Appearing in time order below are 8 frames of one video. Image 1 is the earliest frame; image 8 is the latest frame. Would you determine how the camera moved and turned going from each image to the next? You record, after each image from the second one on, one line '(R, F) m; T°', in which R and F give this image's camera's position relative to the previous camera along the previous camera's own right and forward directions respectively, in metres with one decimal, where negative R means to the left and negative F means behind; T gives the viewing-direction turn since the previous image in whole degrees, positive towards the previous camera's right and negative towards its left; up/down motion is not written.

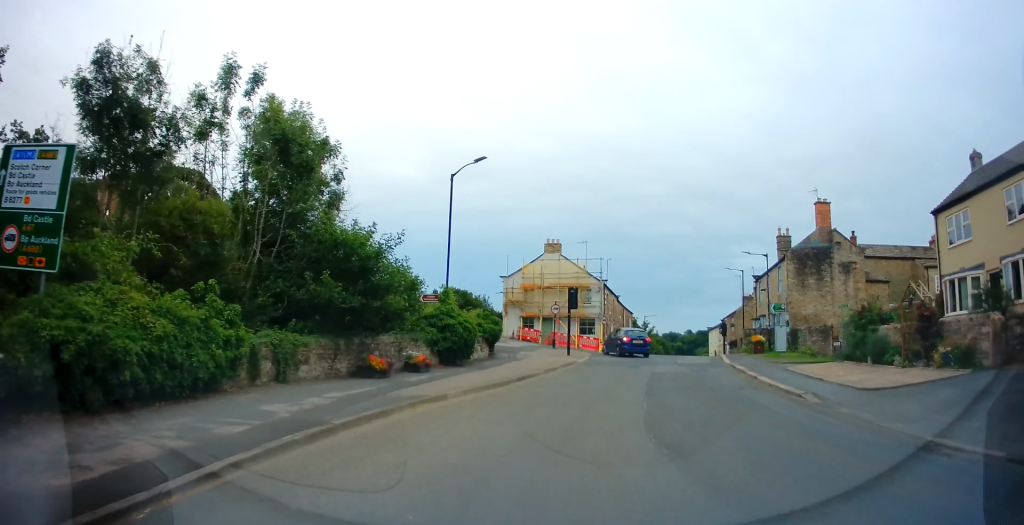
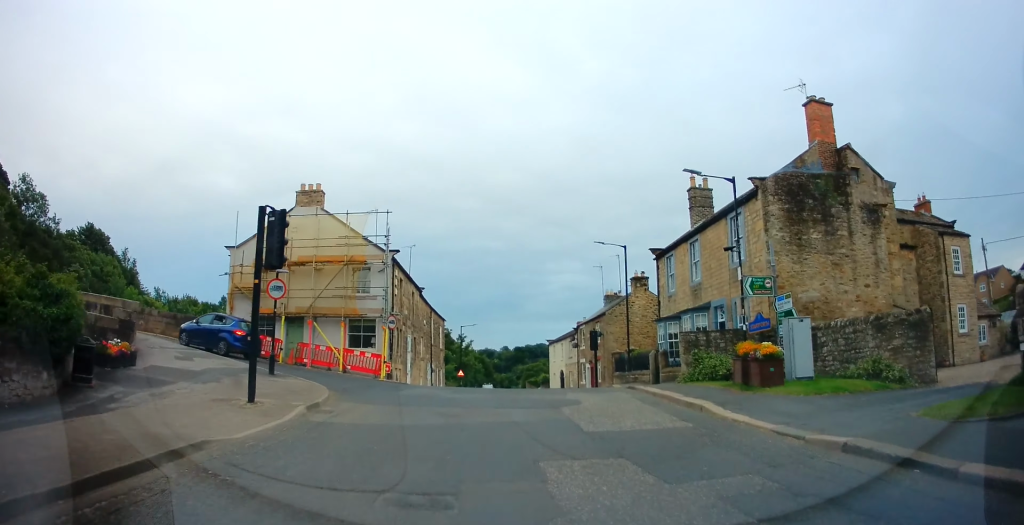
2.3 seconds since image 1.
(+3.2, +18.5) m; +15°
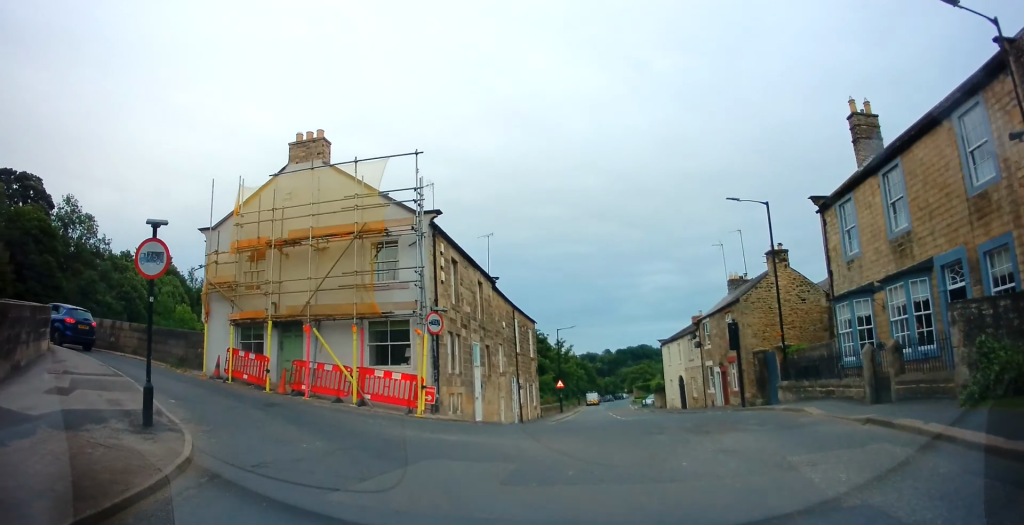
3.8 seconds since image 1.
(-1.4, +8.9) m; -20°
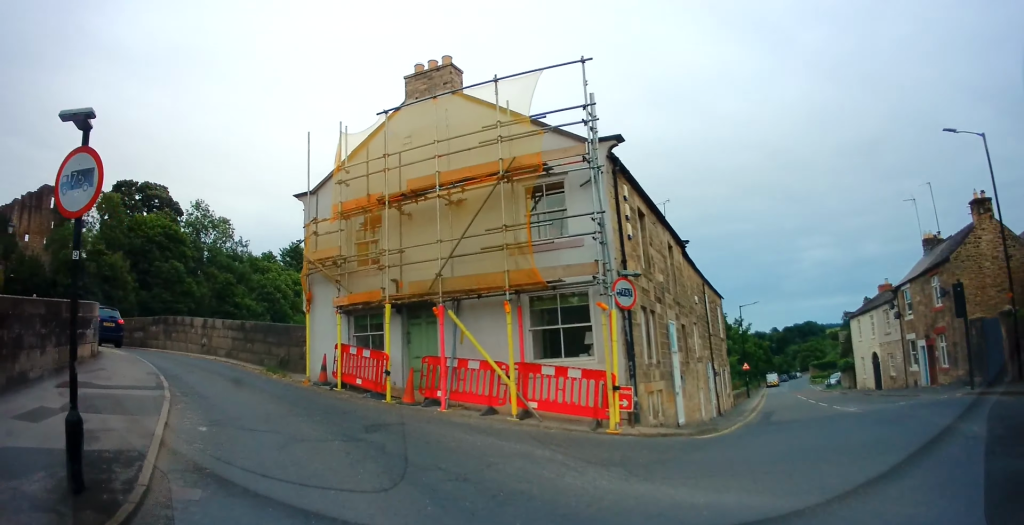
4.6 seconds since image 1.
(-0.6, +4.7) m; -15°
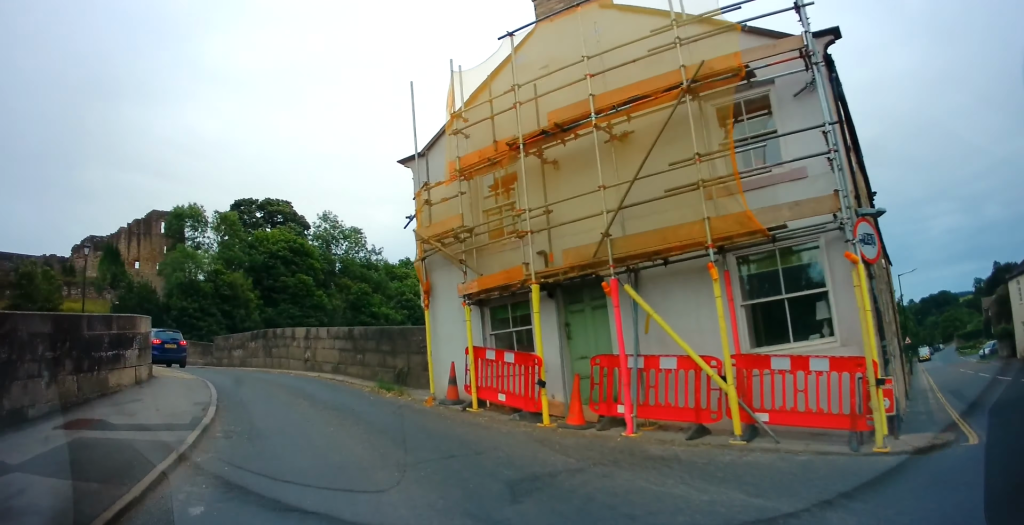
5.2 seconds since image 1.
(-0.2, +3.6) m; -13°
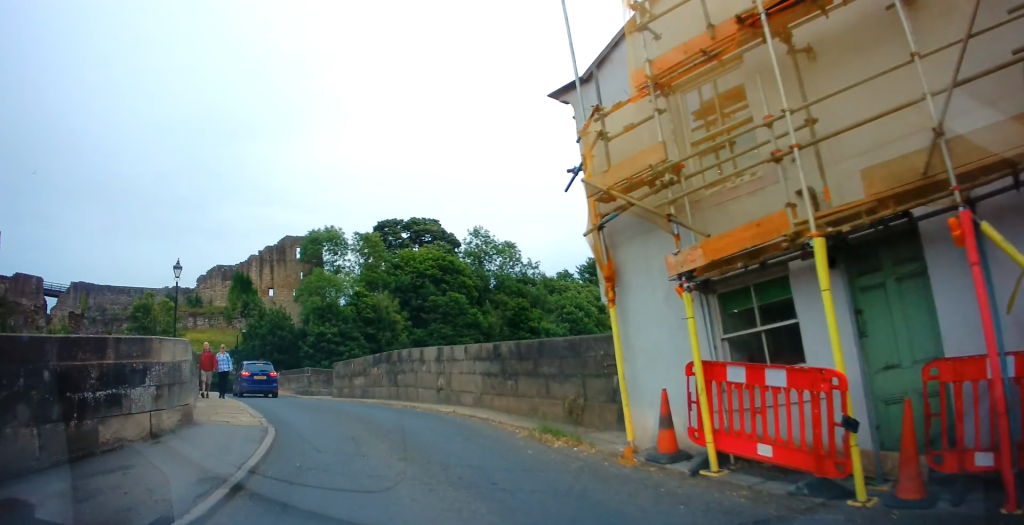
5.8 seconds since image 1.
(-0.7, +4.1) m; -14°
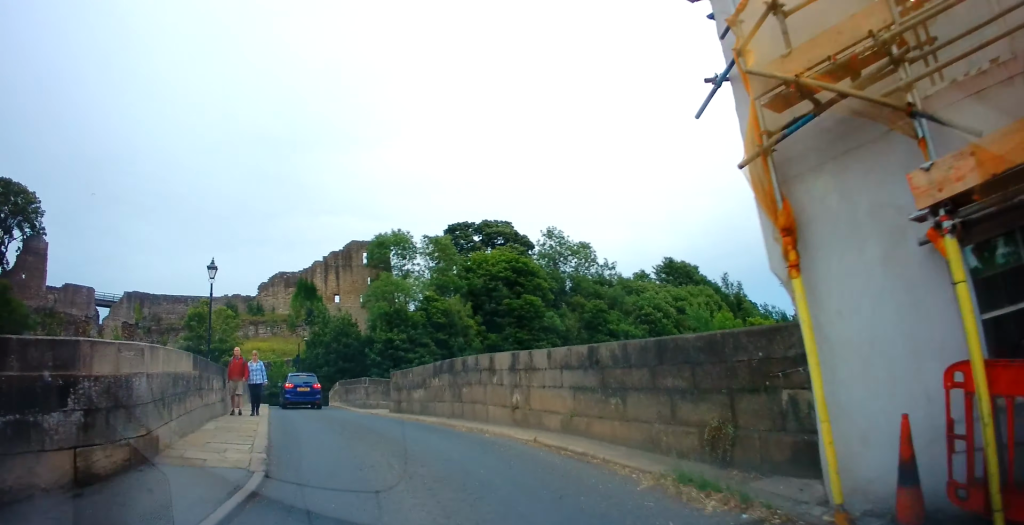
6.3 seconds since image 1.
(0.0, +2.8) m; -9°
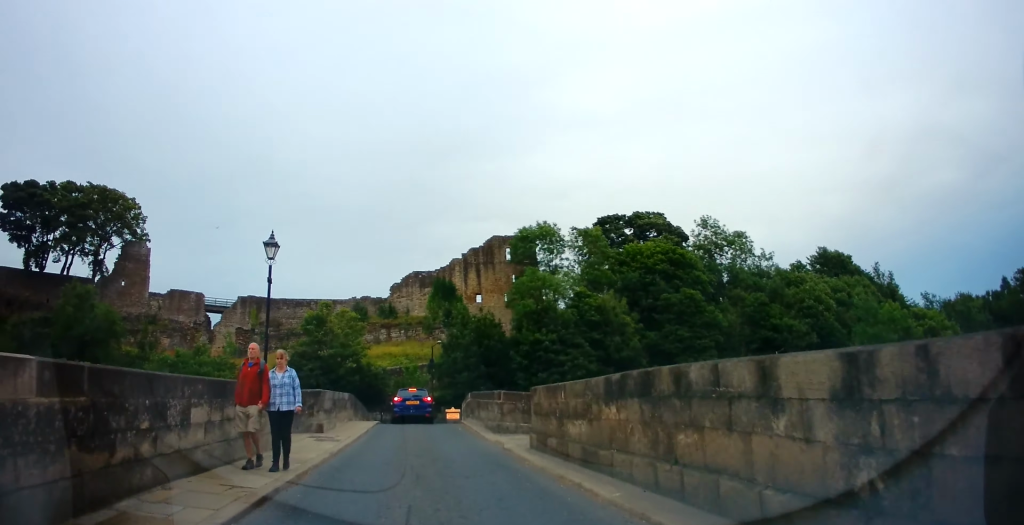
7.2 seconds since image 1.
(-1.0, +6.2) m; -9°
